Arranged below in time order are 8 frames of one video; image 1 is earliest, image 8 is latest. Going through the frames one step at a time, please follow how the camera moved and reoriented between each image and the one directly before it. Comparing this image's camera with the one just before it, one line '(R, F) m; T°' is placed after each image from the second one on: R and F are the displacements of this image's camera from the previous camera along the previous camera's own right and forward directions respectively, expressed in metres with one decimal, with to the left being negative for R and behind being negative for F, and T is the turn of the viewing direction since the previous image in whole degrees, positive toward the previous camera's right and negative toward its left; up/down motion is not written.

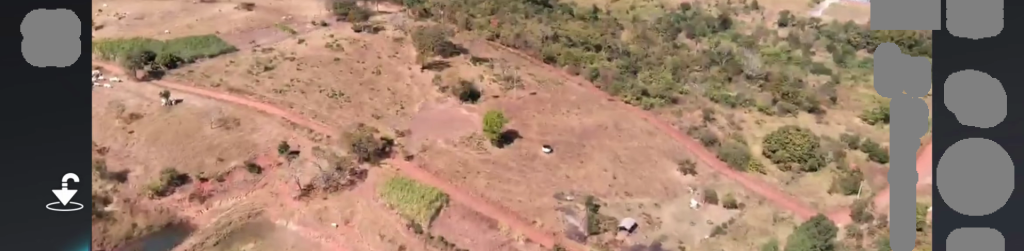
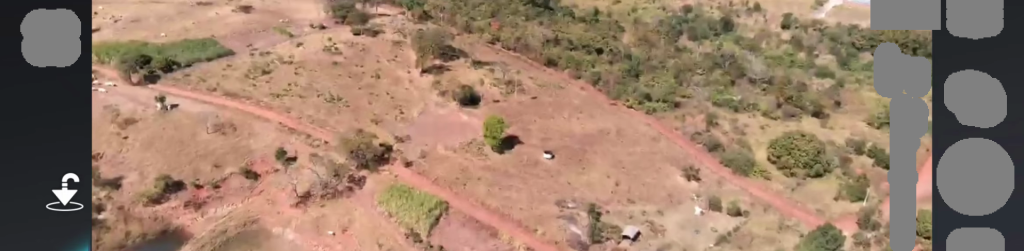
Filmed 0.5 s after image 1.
(0.0, +3.5) m; +1°
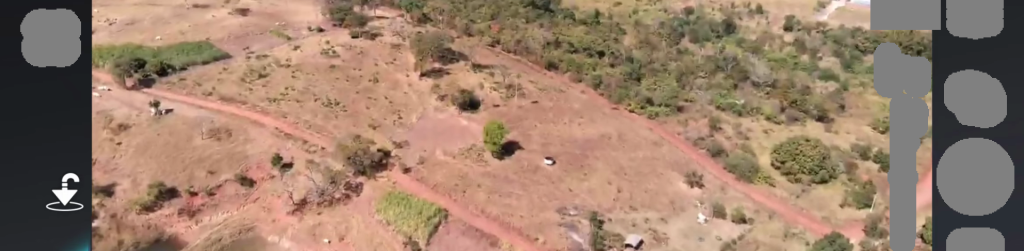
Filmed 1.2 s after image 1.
(+0.1, +5.0) m; +1°
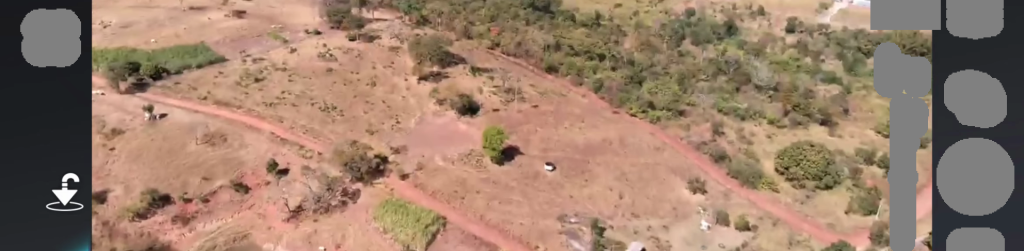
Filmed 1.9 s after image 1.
(0.0, +4.2) m; 0°
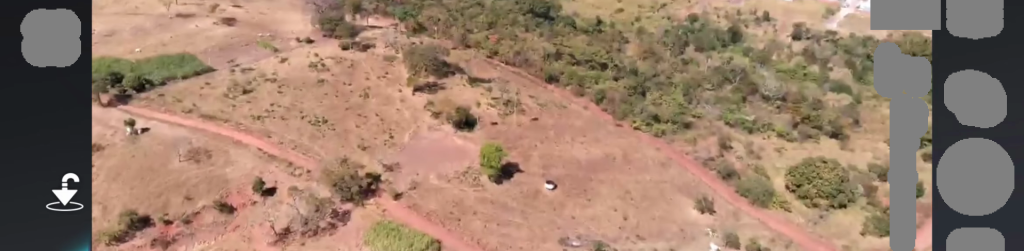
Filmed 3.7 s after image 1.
(-0.1, +11.8) m; -2°
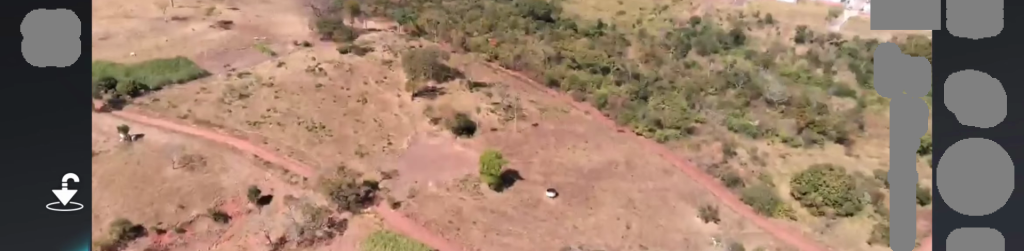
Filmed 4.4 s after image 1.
(0.0, +4.4) m; -1°
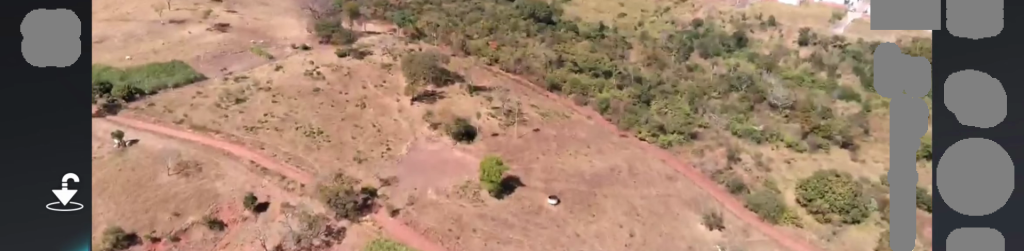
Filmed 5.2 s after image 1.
(0.0, +5.4) m; 0°
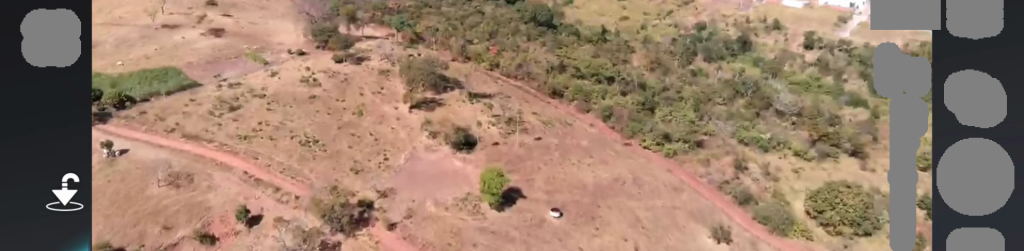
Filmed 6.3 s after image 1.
(0.0, +7.1) m; +1°
